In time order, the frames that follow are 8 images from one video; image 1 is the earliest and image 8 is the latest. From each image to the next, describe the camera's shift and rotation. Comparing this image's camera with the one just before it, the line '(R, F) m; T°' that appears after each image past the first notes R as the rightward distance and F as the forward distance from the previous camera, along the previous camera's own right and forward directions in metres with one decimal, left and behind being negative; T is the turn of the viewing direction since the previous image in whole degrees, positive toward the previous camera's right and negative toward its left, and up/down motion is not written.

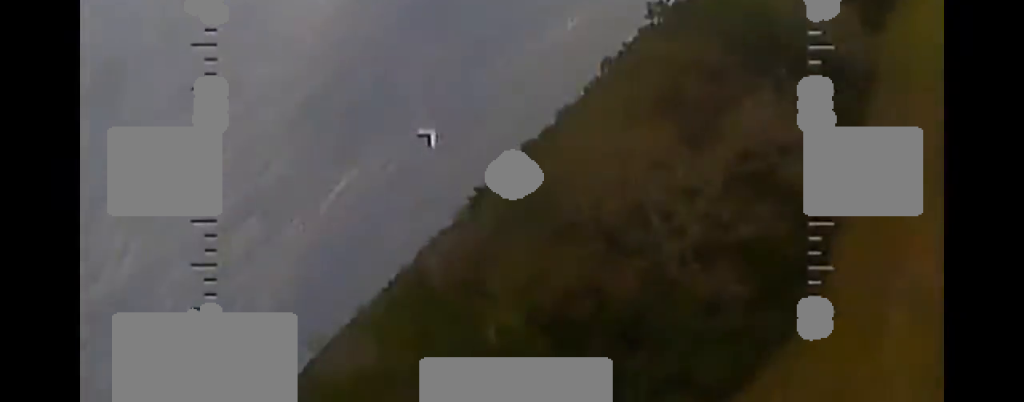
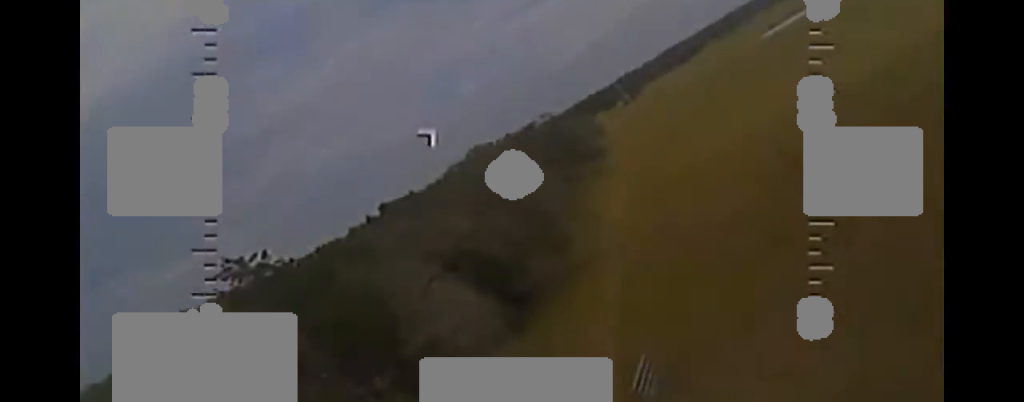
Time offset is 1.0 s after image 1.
(+1.3, +12.3) m; +30°
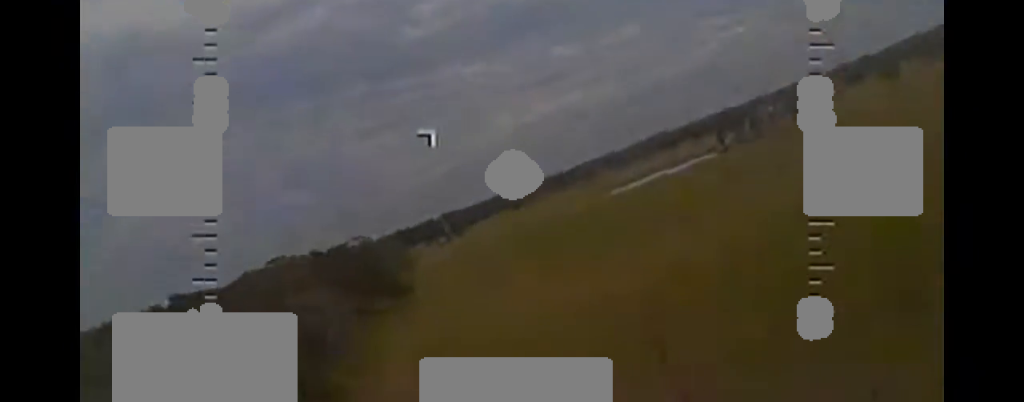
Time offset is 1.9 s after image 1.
(+4.1, +10.5) m; +27°
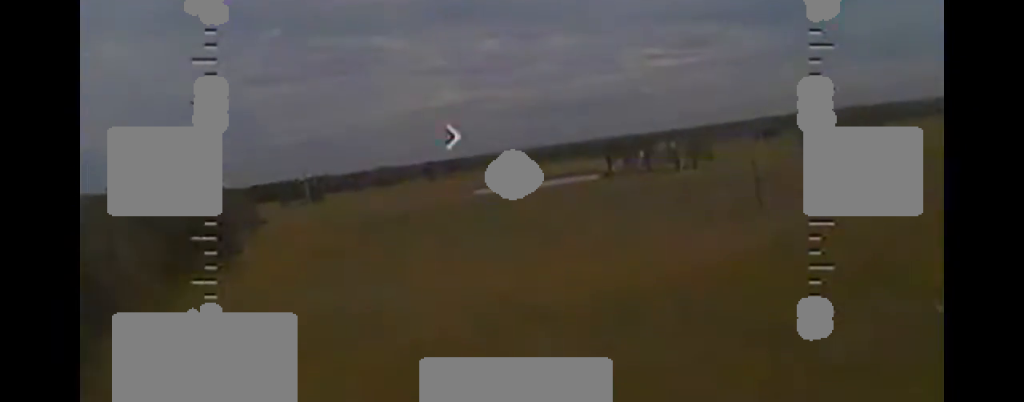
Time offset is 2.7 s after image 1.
(+1.6, +11.0) m; +9°
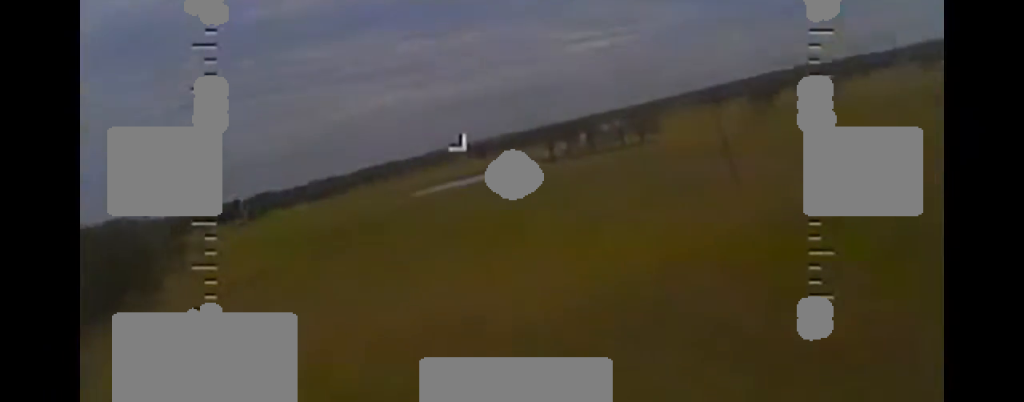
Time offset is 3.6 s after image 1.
(+0.8, +12.9) m; +2°
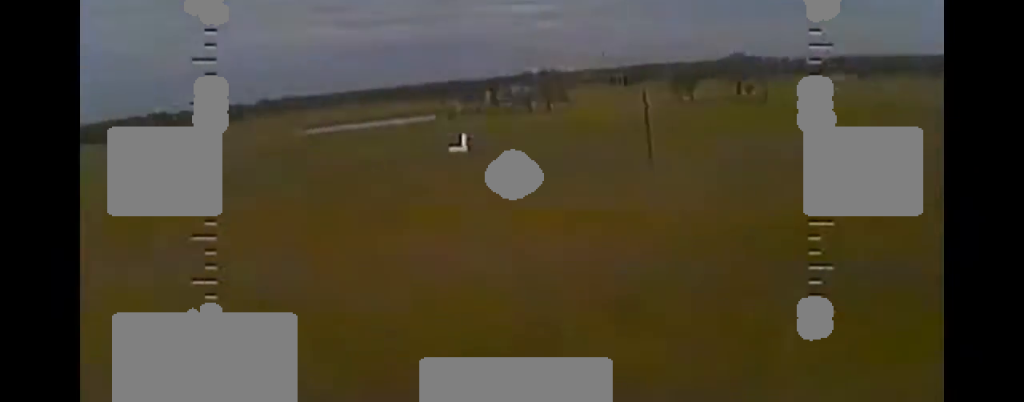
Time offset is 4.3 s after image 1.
(0.0, +12.2) m; +2°
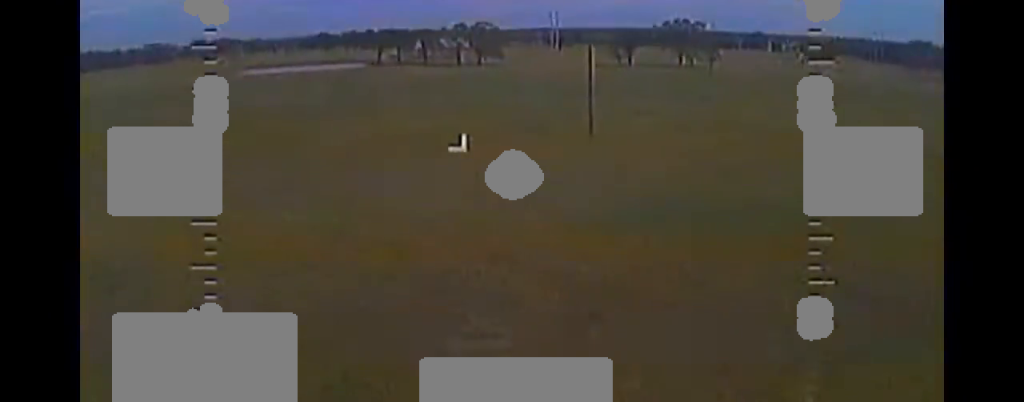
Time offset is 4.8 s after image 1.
(-0.7, +8.2) m; +3°
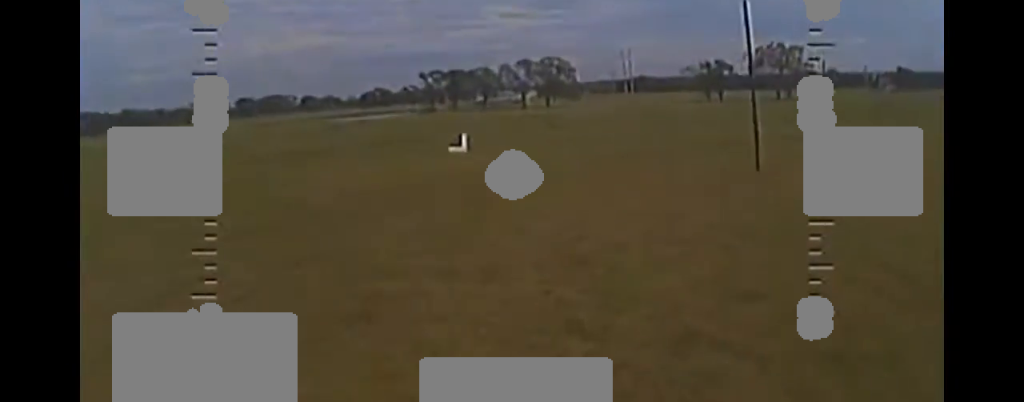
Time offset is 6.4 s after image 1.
(+3.1, +24.4) m; +6°
